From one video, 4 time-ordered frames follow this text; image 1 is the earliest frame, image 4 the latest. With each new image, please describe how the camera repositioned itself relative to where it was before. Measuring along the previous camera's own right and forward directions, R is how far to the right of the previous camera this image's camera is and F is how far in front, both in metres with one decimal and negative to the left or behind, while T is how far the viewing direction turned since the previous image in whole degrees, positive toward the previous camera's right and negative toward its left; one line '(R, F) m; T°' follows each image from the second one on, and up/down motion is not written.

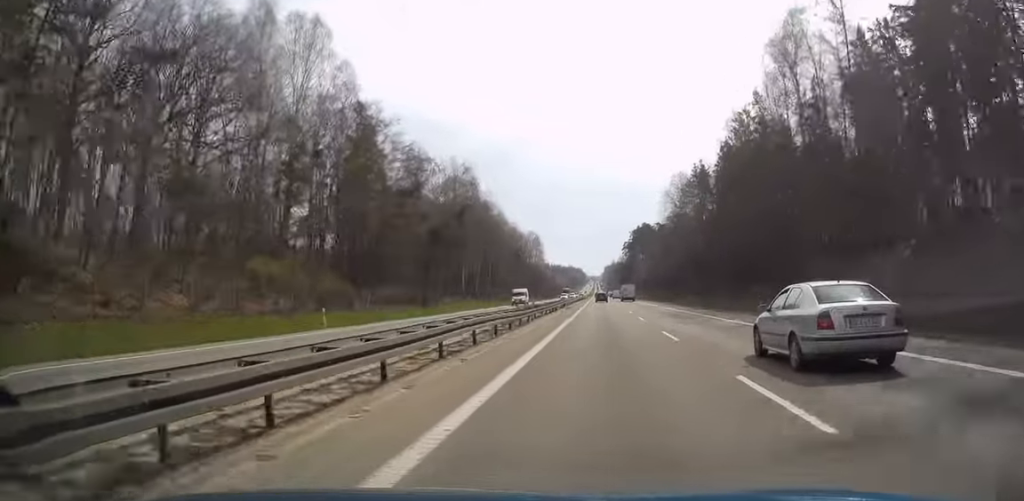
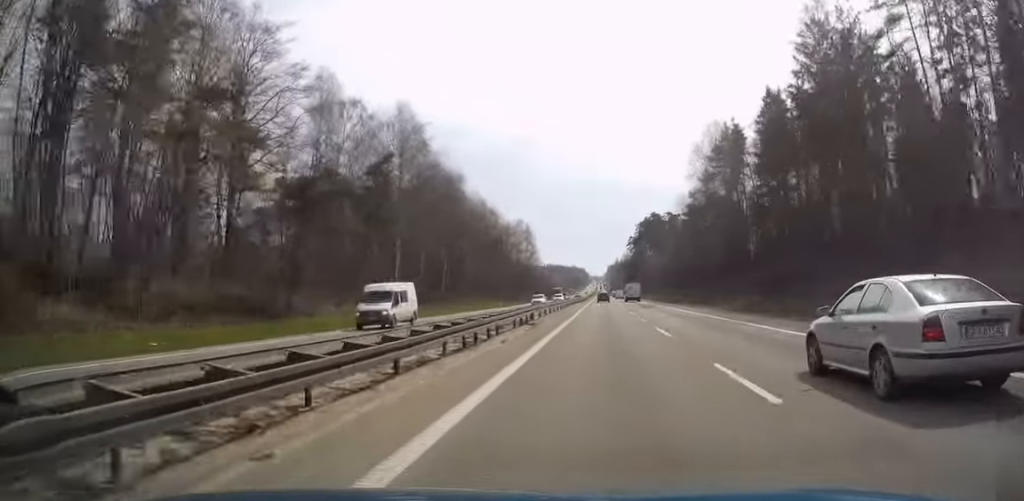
(-0.1, +34.4) m; 0°
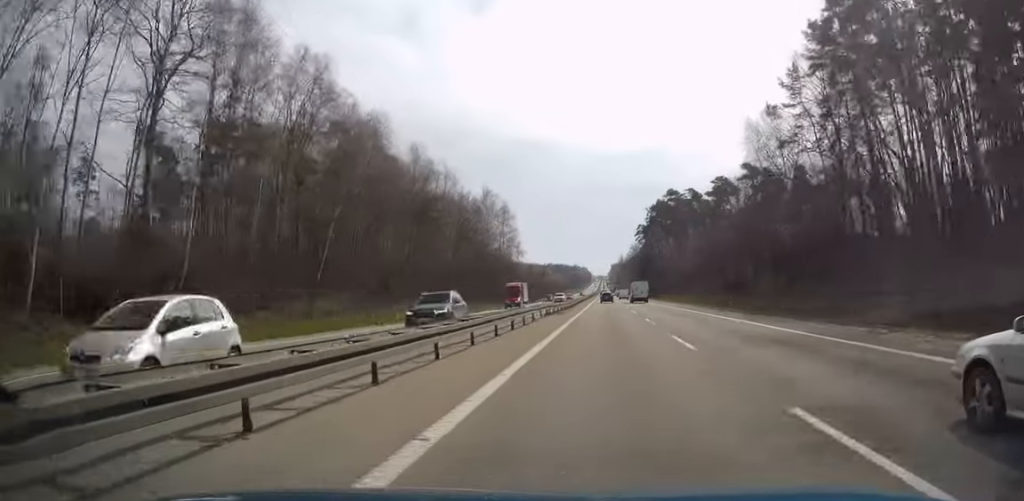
(-0.1, +53.2) m; 0°
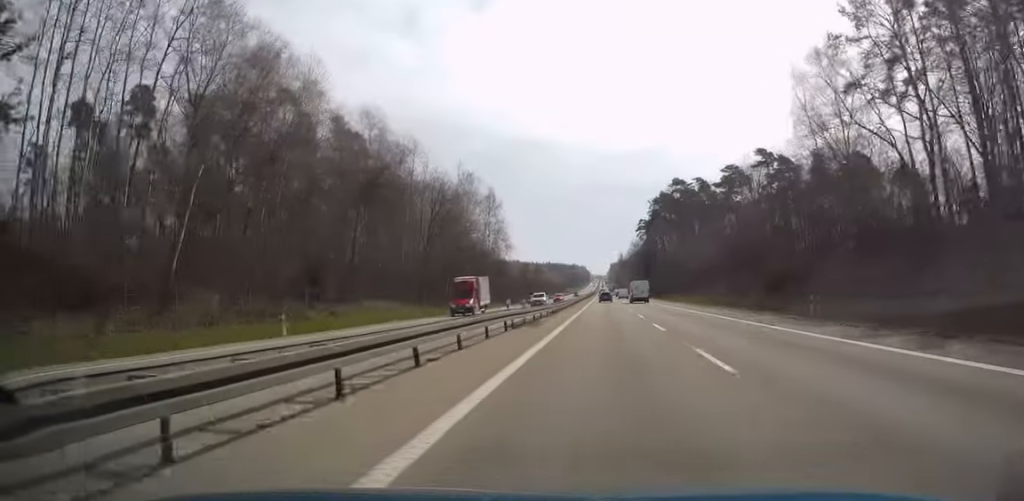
(0.0, +17.5) m; 0°
